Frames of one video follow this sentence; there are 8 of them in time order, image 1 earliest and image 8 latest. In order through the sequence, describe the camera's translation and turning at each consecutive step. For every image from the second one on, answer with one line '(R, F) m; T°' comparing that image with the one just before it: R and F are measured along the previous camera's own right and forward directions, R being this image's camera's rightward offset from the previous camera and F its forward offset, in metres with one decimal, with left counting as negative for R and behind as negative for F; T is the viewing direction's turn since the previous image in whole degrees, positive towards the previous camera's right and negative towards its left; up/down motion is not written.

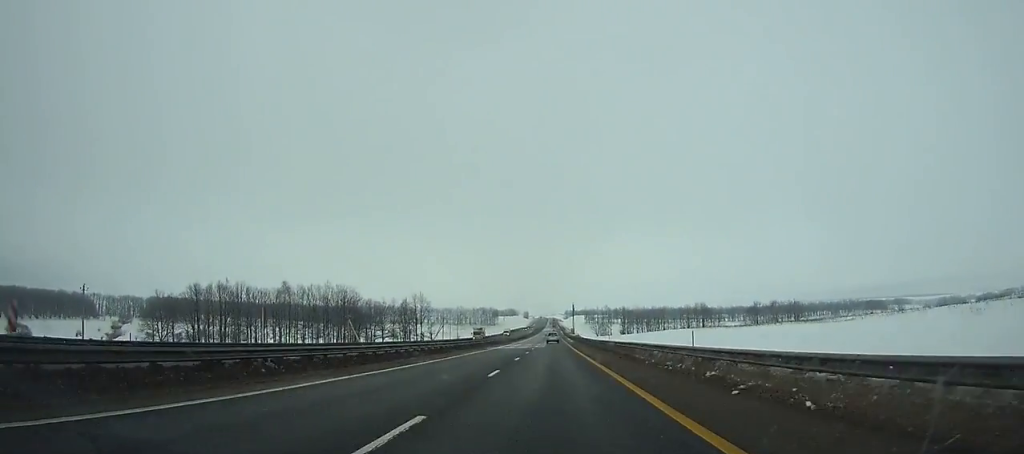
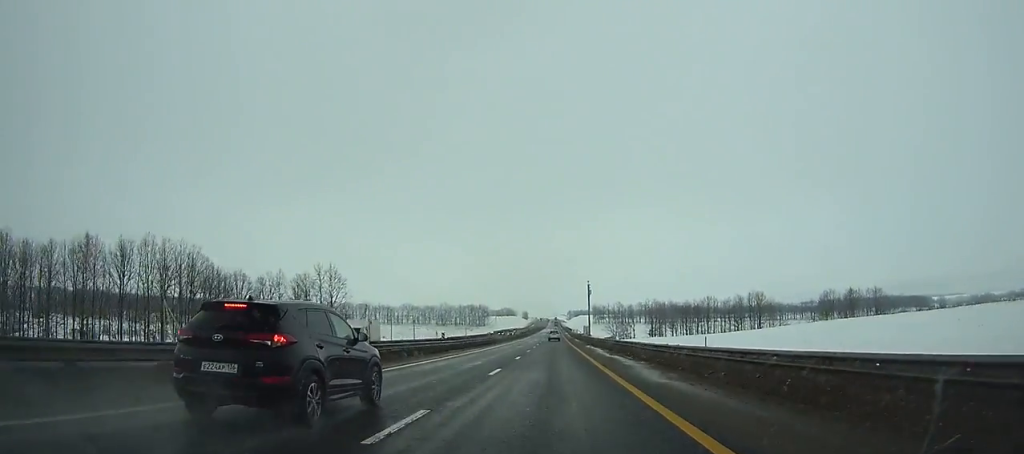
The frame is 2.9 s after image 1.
(0.0, +80.8) m; 0°
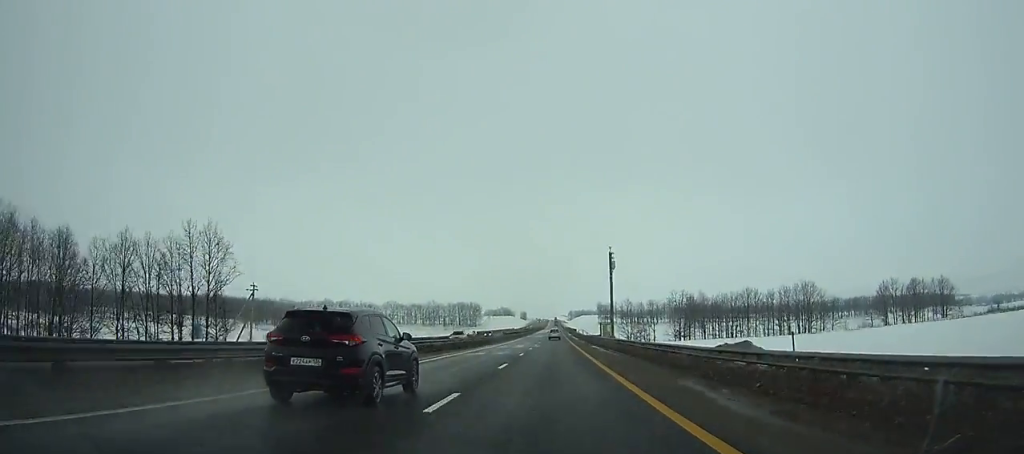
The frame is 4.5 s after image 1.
(+0.1, +44.4) m; 0°
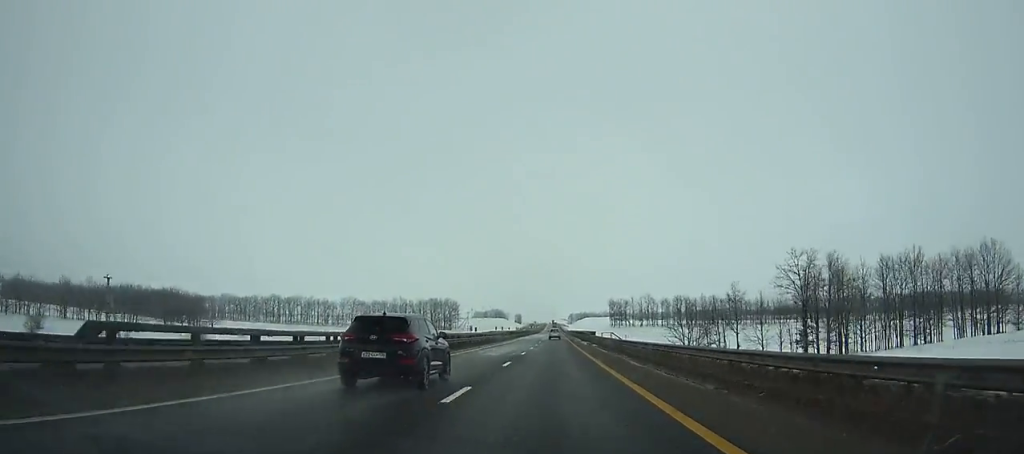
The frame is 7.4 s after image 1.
(+0.2, +80.1) m; 0°
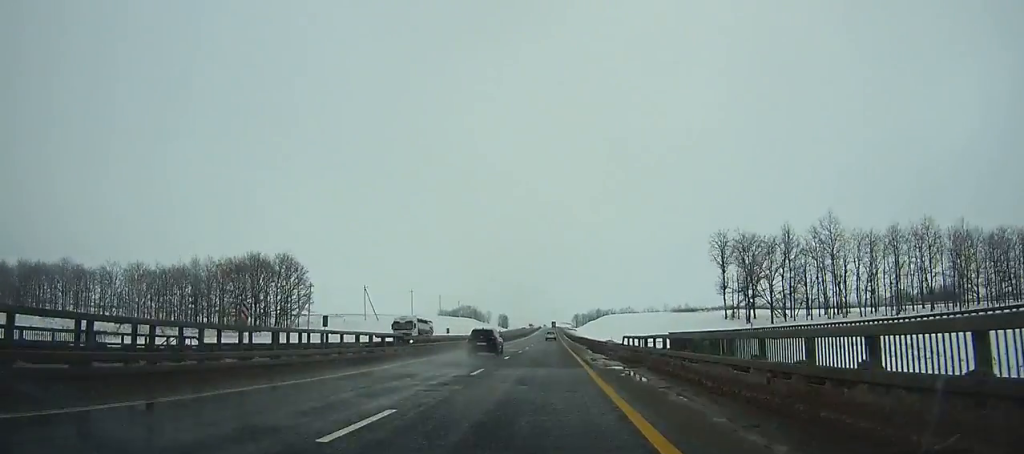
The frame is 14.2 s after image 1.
(+0.4, +186.6) m; 0°
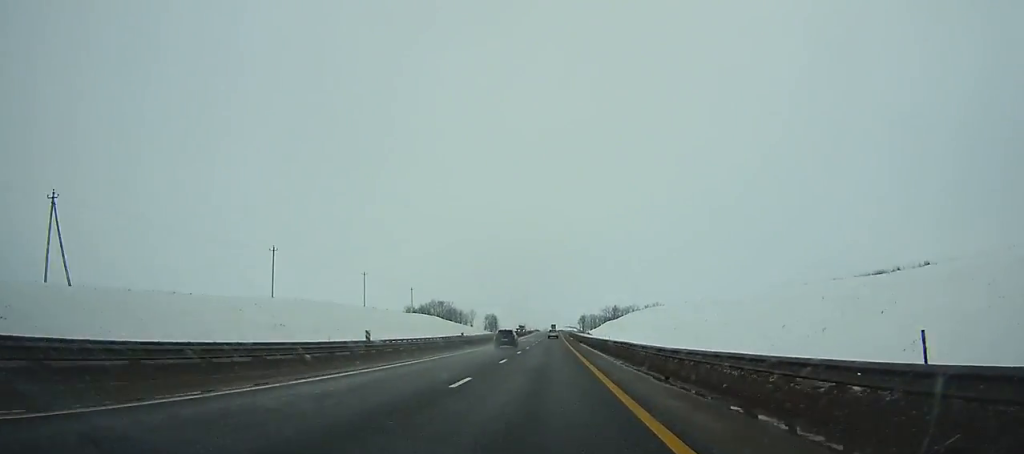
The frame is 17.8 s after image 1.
(-0.4, +99.9) m; 0°
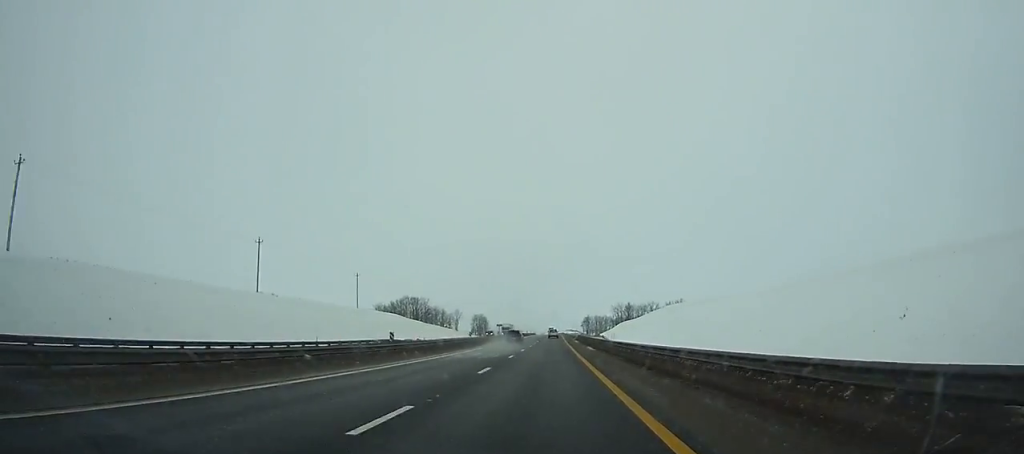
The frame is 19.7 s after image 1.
(+0.2, +53.4) m; 0°
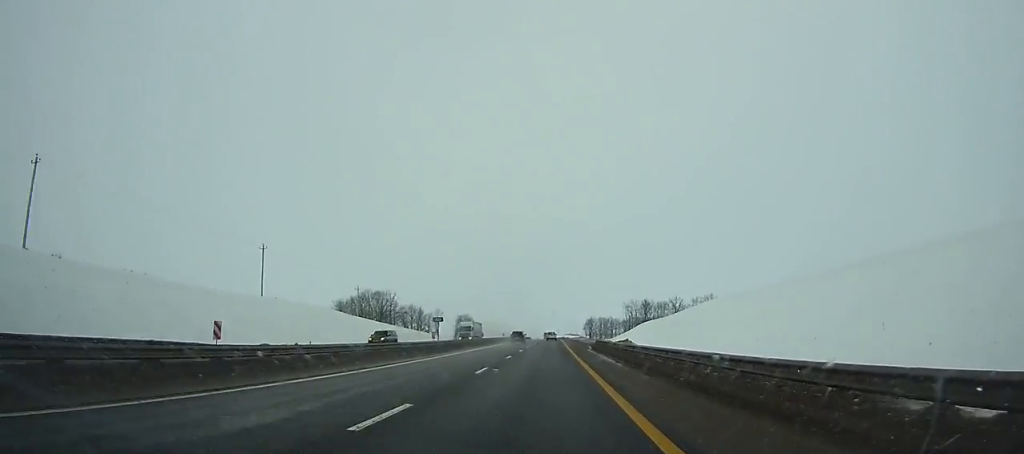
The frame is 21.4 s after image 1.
(+0.1, +47.9) m; 0°
